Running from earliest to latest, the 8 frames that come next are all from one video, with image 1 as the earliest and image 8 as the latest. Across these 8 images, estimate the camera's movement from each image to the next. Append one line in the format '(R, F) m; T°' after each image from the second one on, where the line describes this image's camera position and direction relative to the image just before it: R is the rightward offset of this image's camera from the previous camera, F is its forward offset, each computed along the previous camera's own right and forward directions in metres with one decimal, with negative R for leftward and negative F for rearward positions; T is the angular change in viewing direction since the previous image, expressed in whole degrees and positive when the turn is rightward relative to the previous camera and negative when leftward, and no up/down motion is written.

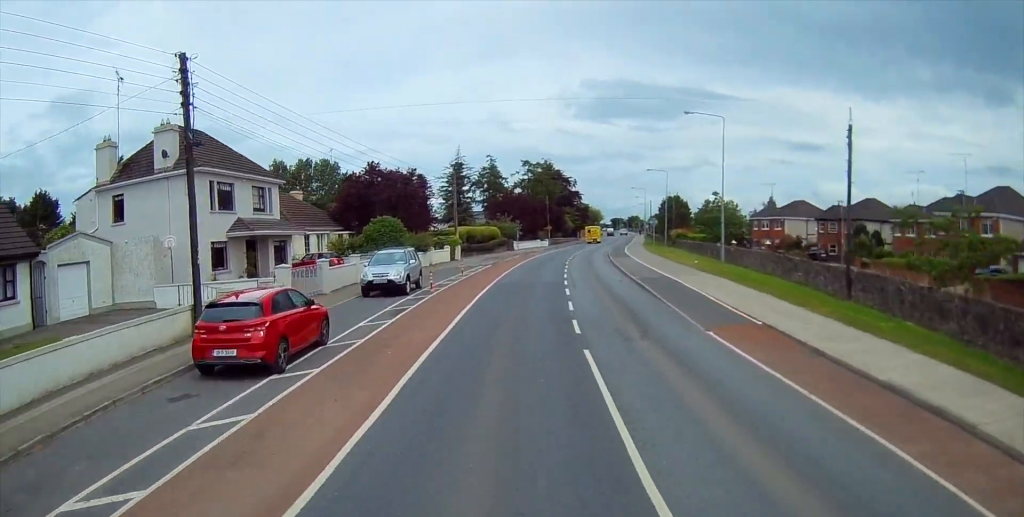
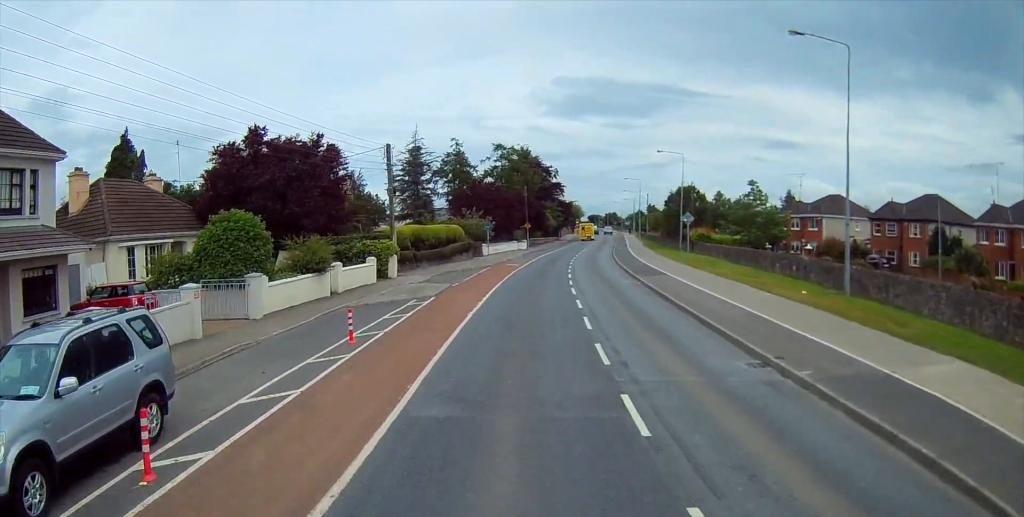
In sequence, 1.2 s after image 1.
(+0.2, +20.1) m; +2°
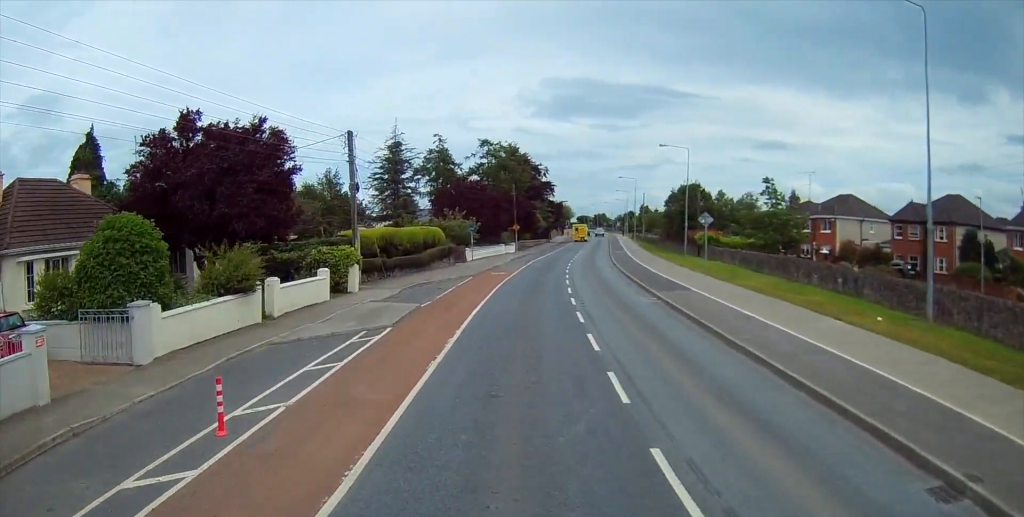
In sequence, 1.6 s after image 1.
(+0.1, +6.4) m; 0°
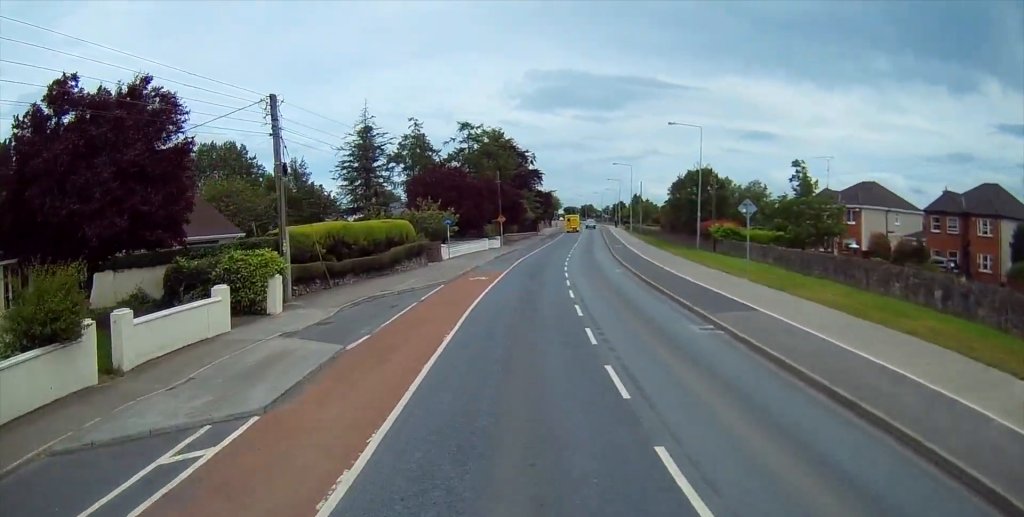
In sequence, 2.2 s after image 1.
(+0.2, +8.5) m; 0°
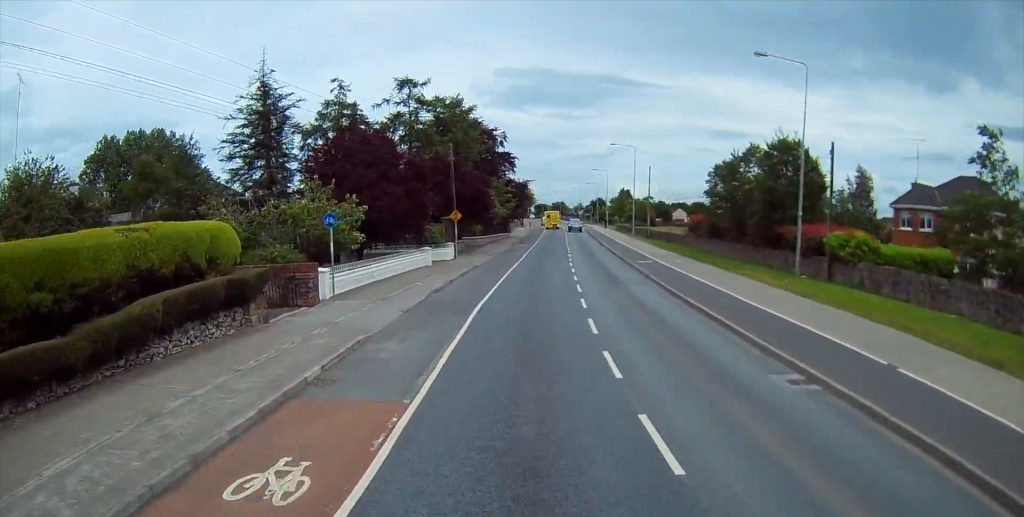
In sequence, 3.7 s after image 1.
(+0.3, +23.5) m; +3°
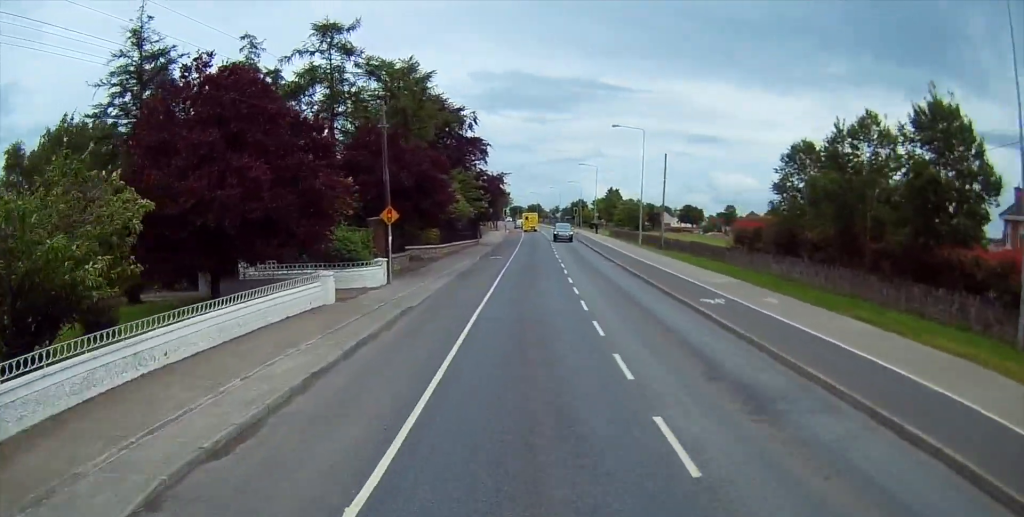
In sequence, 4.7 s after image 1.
(+0.6, +16.3) m; +2°
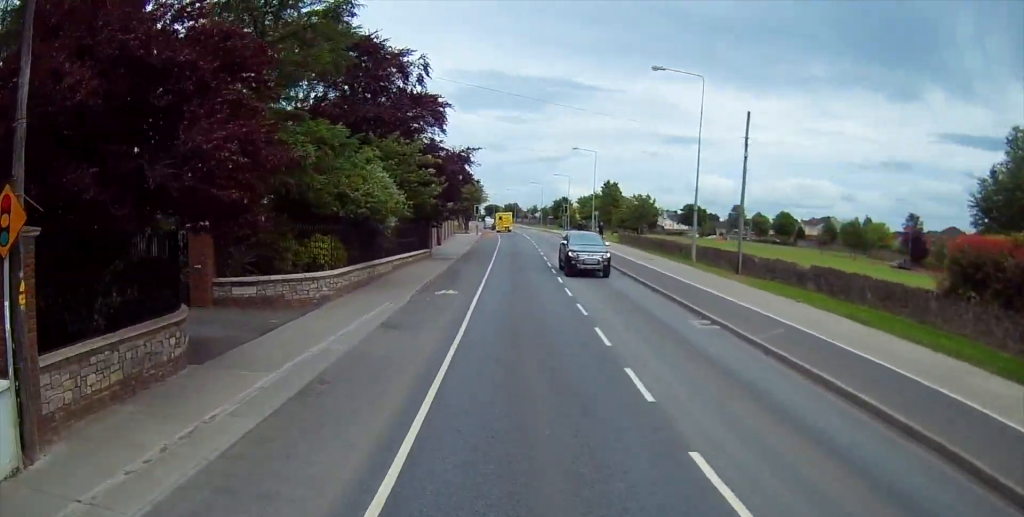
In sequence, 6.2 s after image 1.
(+0.2, +21.8) m; +1°
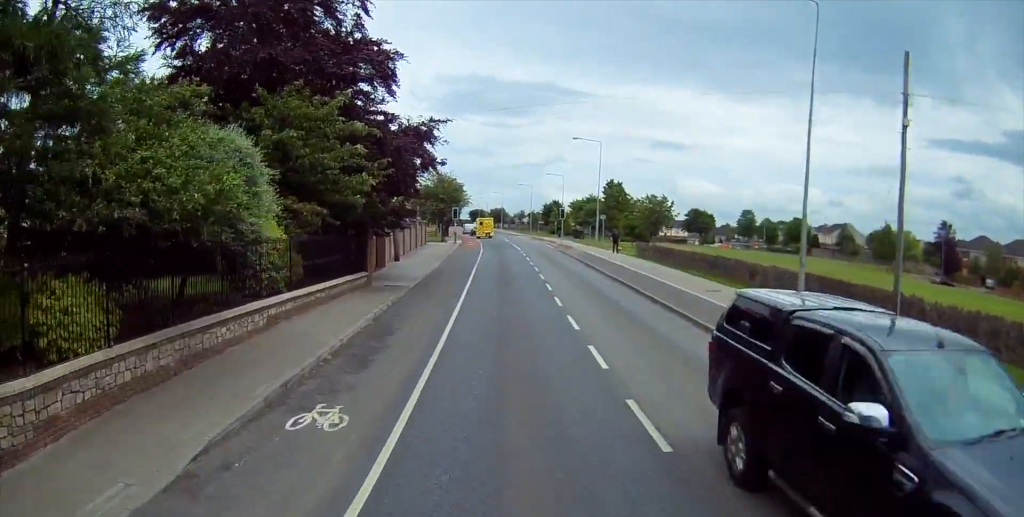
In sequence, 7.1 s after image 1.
(0.0, +14.2) m; +3°
